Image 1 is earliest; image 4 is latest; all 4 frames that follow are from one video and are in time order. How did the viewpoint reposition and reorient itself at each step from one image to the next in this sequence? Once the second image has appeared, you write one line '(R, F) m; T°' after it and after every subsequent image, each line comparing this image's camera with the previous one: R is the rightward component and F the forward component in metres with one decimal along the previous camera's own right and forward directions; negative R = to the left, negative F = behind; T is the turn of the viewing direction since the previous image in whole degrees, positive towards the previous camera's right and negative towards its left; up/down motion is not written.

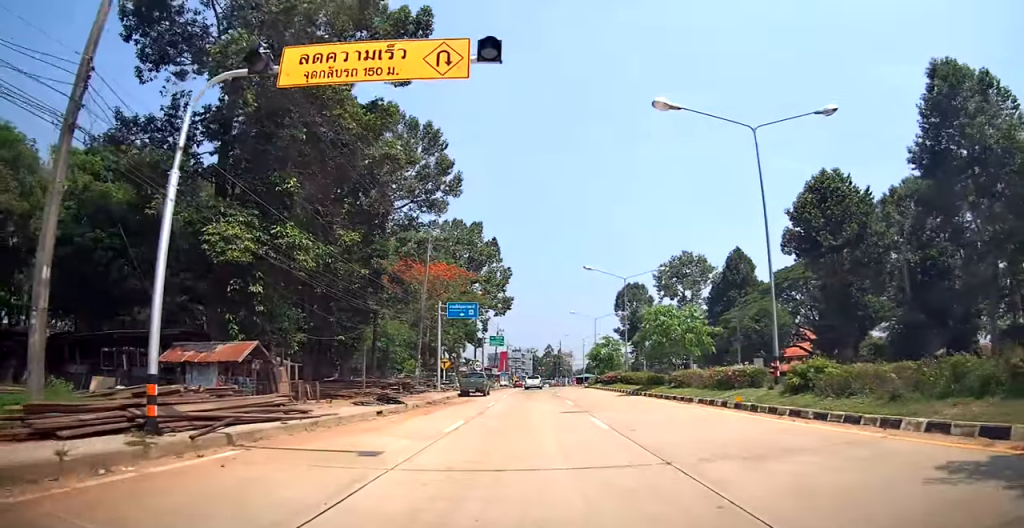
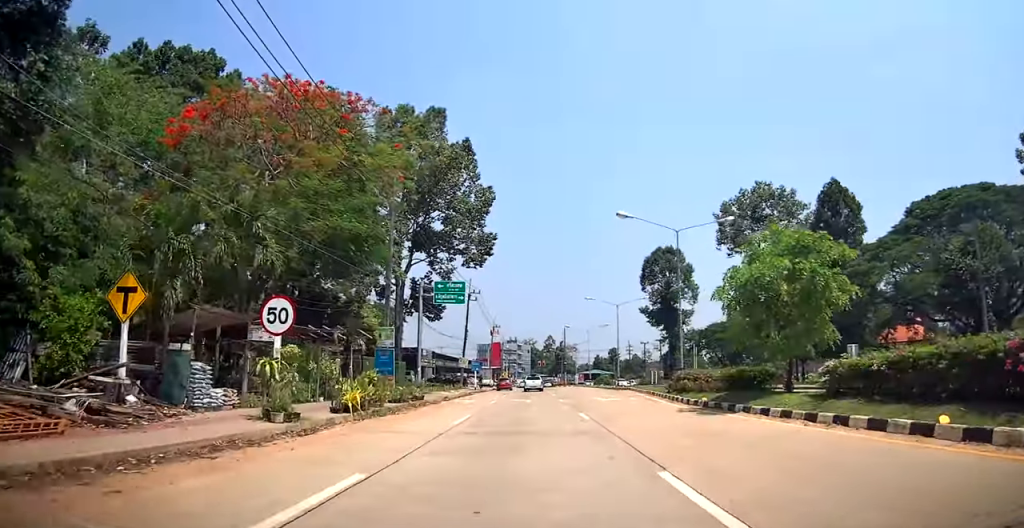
(-1.0, +44.9) m; -1°
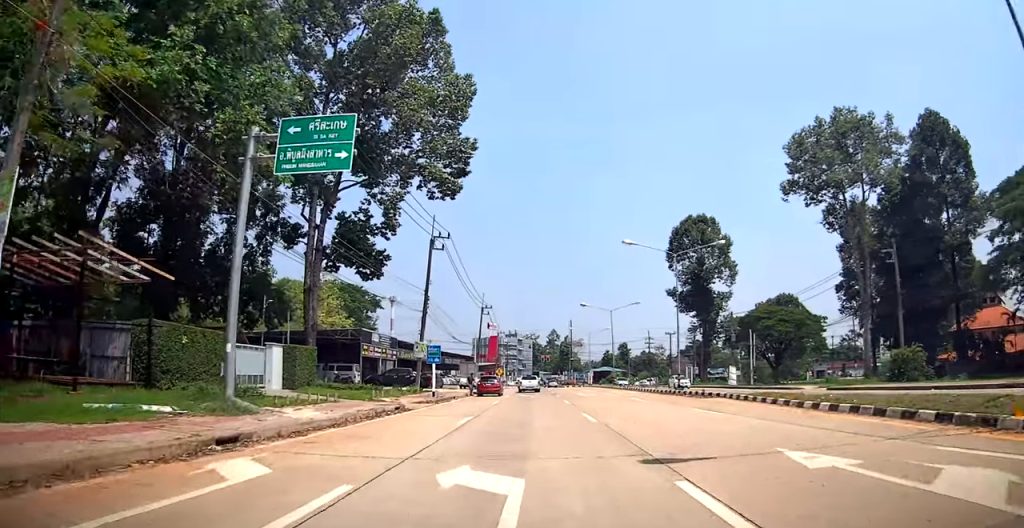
(+0.8, +24.2) m; +2°
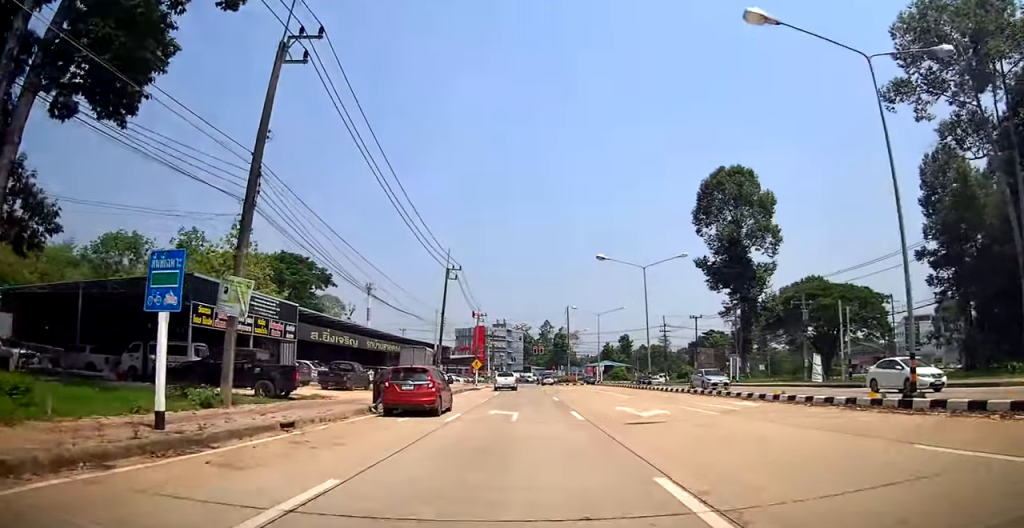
(-0.2, +23.7) m; -1°
